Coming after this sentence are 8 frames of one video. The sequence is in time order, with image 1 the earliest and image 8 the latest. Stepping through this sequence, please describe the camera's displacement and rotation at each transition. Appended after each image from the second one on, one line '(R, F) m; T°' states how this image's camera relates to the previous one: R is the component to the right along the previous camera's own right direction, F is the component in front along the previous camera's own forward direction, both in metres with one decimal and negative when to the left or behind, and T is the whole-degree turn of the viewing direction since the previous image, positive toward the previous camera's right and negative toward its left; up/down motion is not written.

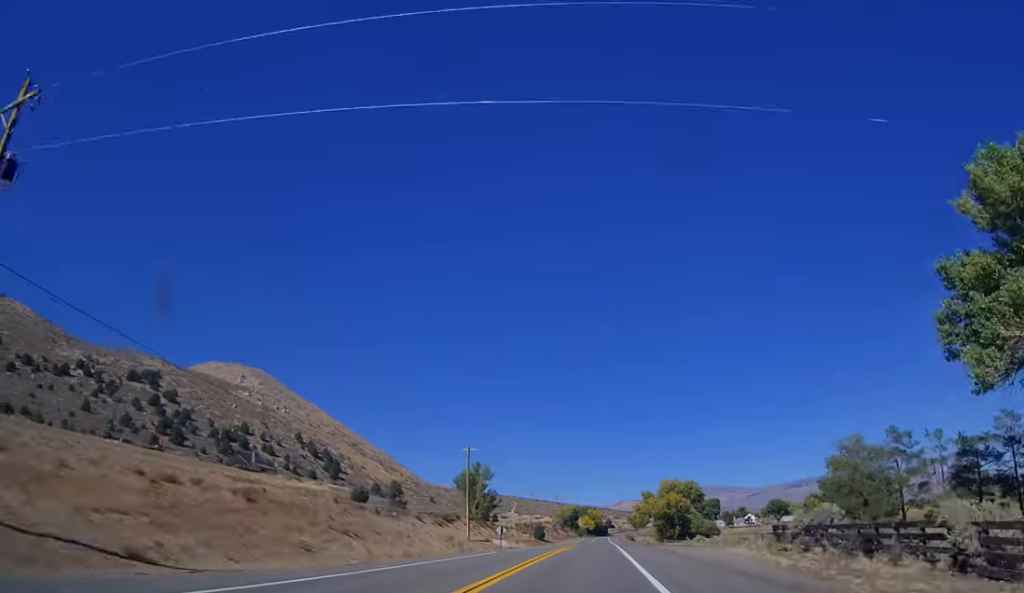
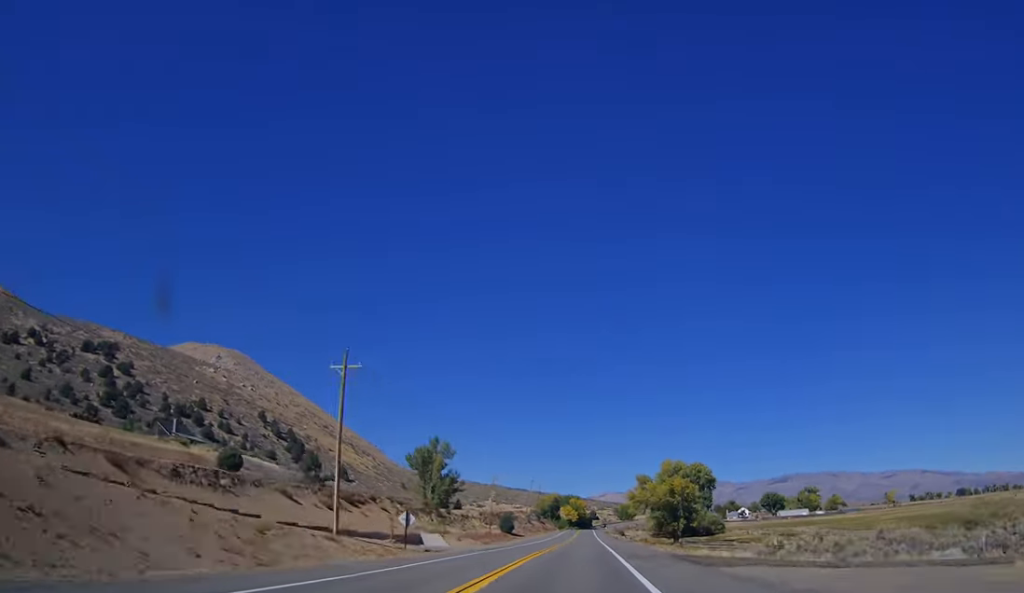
(+1.7, +38.4) m; +4°
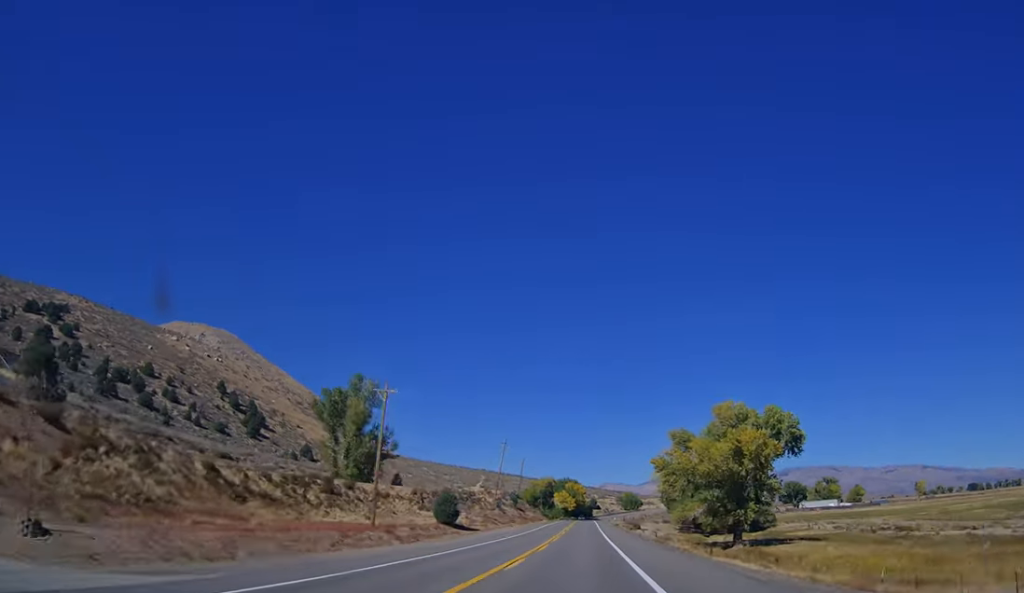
(+1.9, +60.7) m; +2°
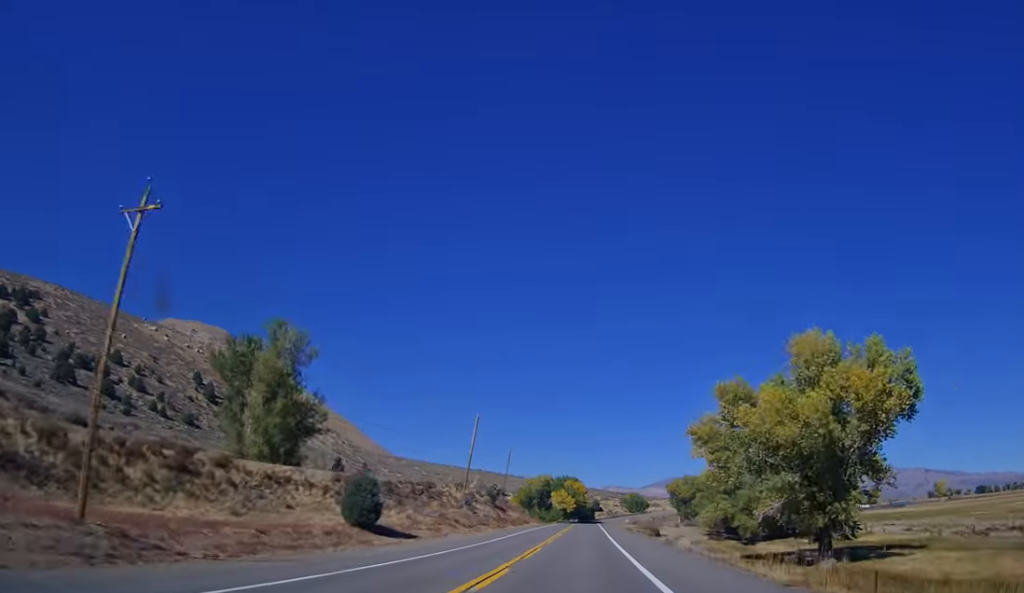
(+0.2, +31.9) m; 0°
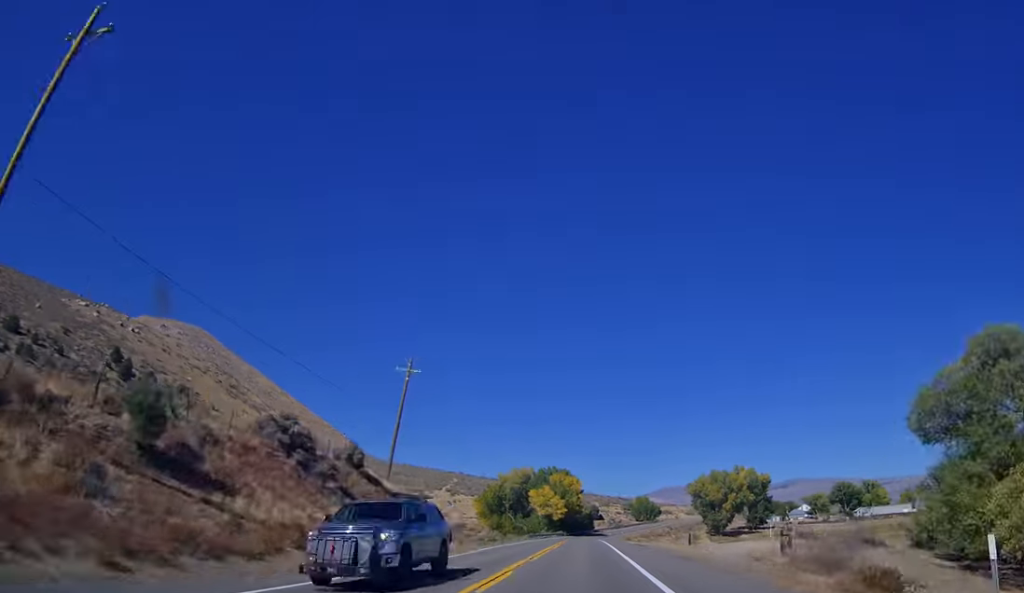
(0.0, +78.0) m; 0°
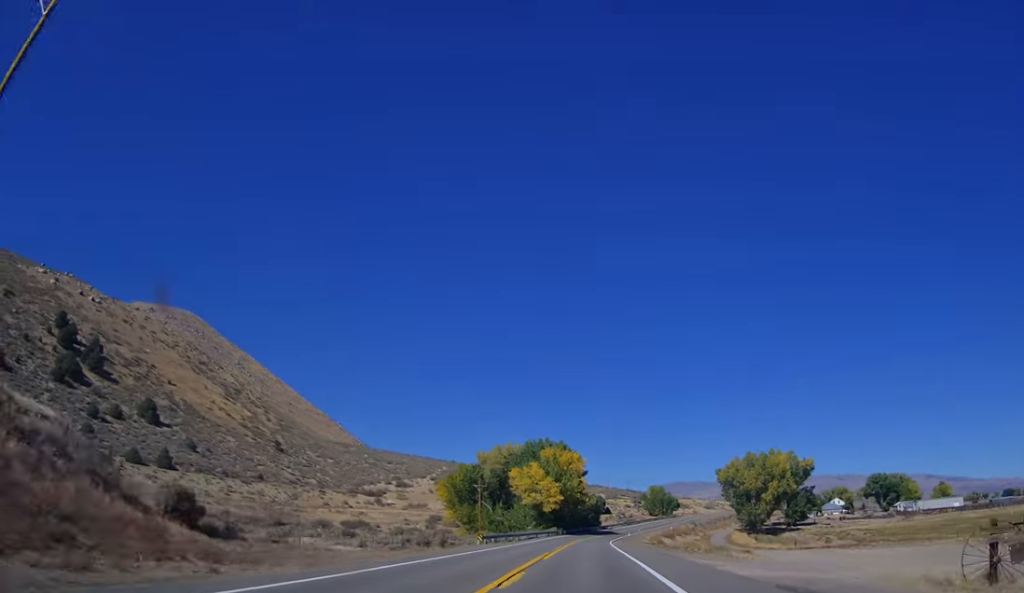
(+0.2, +47.7) m; 0°
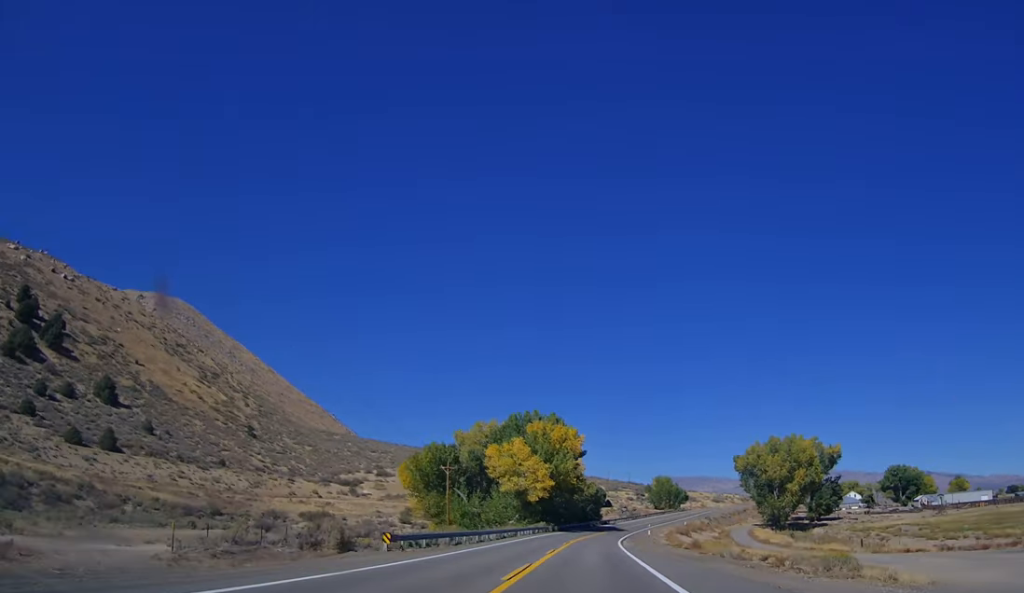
(0.0, +25.4) m; 0°
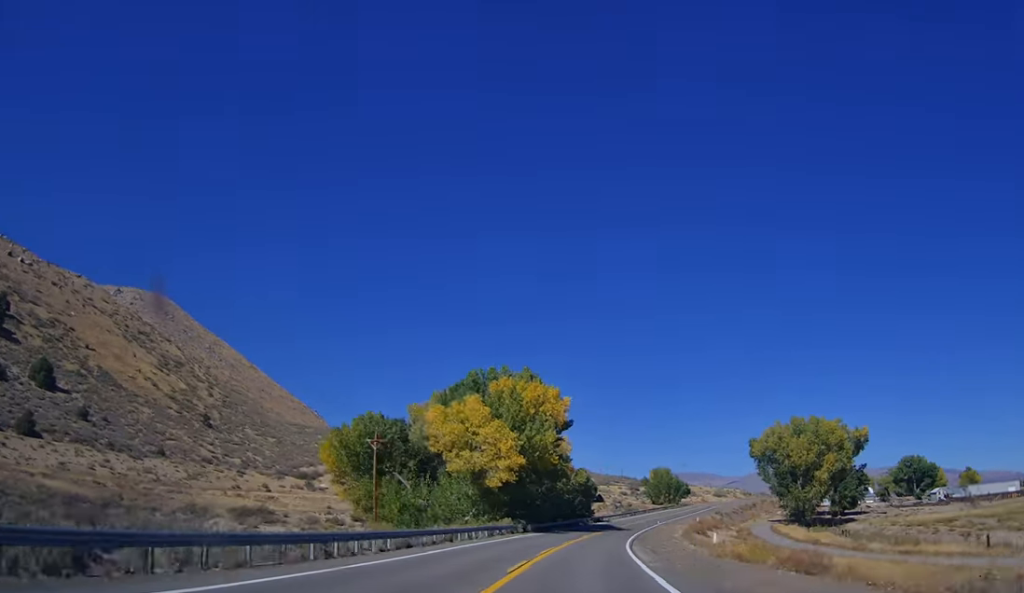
(0.0, +27.1) m; 0°
